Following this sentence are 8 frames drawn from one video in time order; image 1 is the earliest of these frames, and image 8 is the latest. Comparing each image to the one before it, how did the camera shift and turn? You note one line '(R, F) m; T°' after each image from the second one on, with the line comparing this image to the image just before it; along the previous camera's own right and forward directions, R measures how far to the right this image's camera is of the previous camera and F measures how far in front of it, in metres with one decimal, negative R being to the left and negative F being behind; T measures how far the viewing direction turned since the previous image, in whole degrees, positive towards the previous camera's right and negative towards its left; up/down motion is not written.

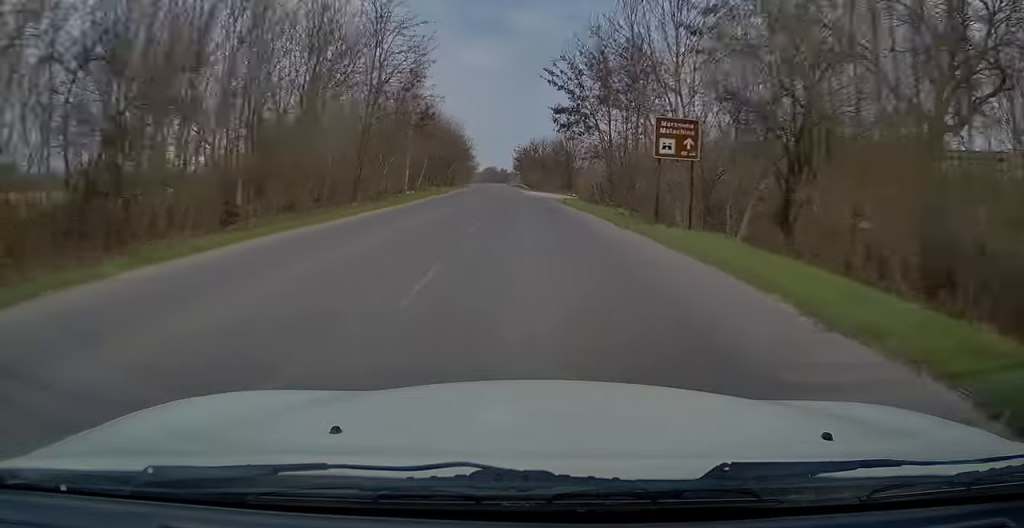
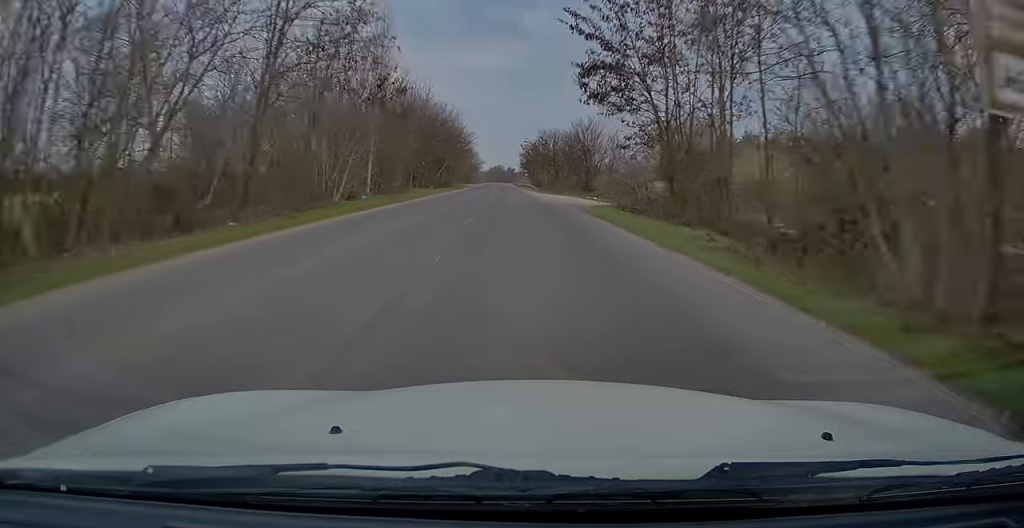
(+0.1, +14.6) m; -1°
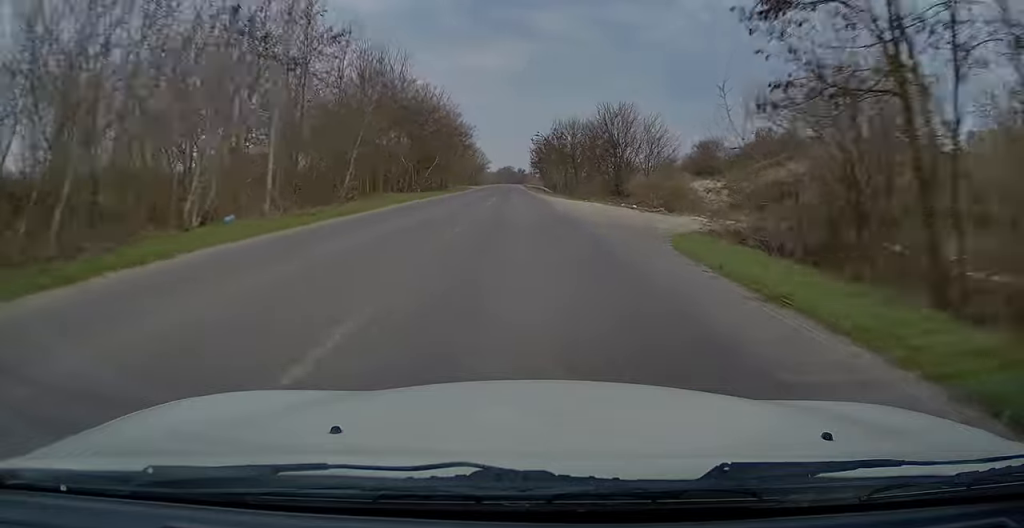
(-0.1, +16.1) m; -1°
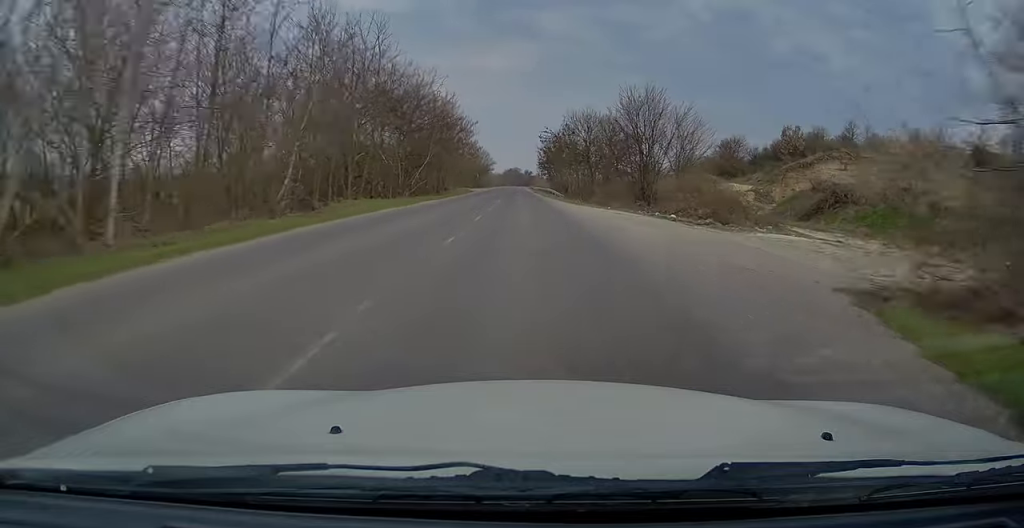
(-0.1, +9.2) m; 0°
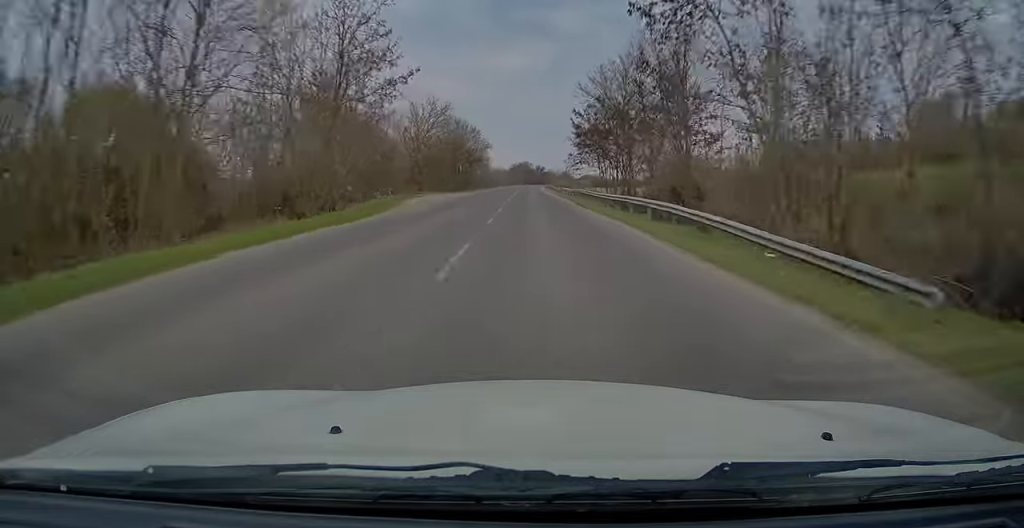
(-0.4, +57.0) m; 0°
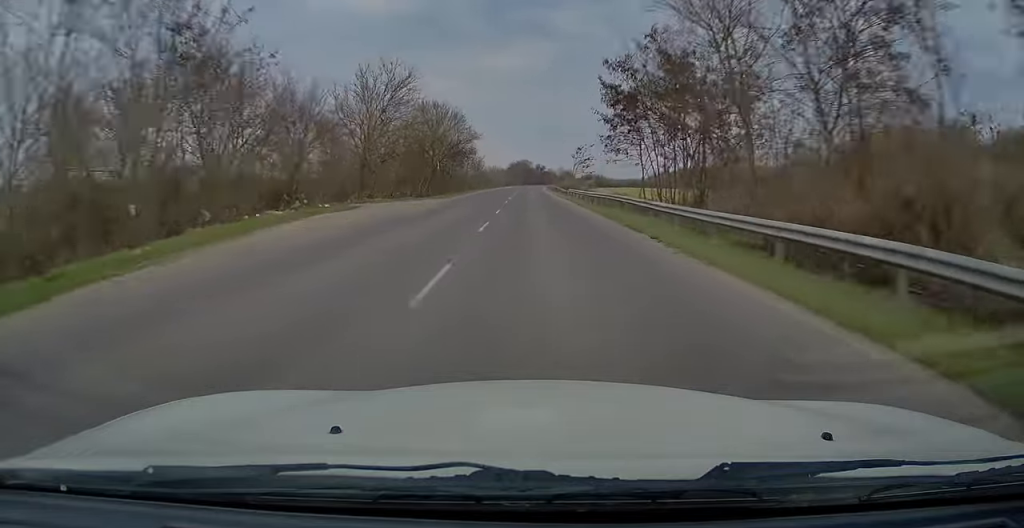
(+0.3, +19.4) m; 0°
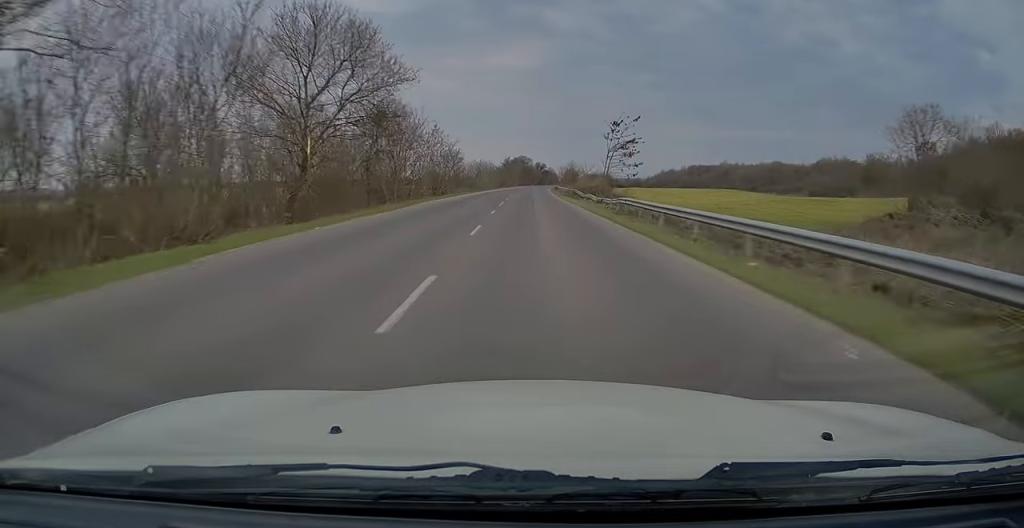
(-0.3, +36.7) m; 0°
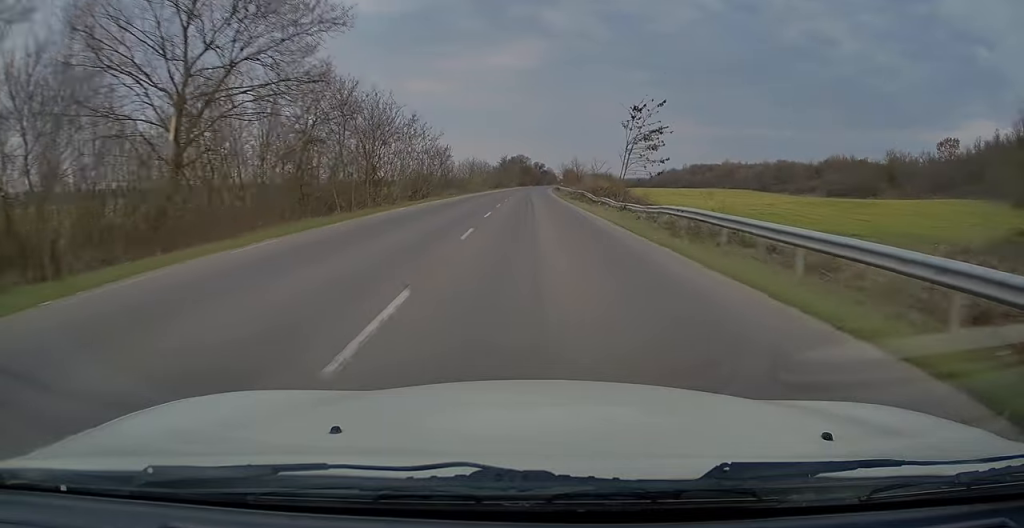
(0.0, +10.2) m; 0°
